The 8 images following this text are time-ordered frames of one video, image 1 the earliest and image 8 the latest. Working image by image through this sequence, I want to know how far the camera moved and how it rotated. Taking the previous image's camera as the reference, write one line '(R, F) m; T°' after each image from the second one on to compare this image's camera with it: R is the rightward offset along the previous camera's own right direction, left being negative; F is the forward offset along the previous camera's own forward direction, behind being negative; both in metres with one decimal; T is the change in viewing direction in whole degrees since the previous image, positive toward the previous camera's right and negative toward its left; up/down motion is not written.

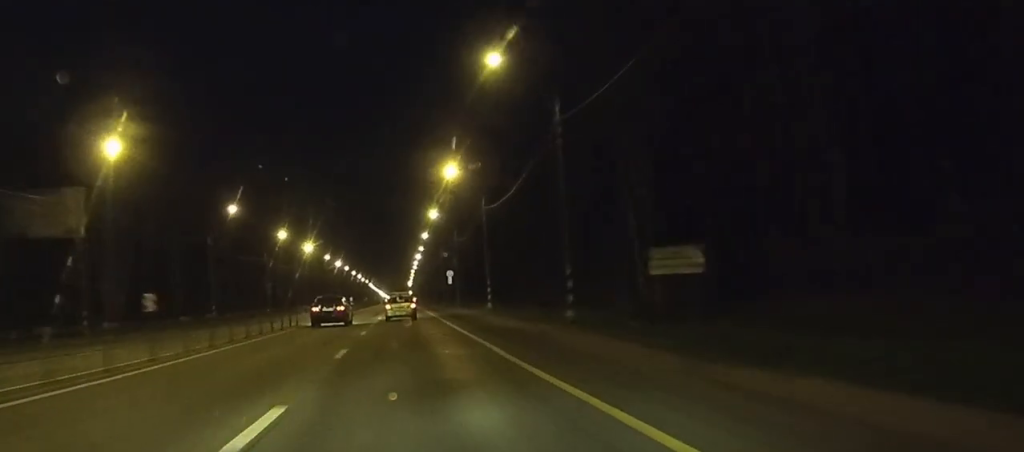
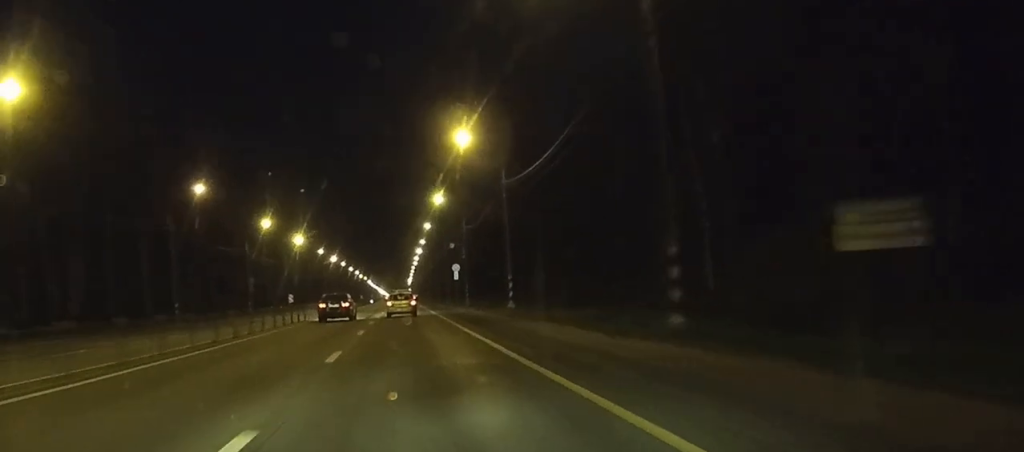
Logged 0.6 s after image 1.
(0.0, +15.7) m; 0°
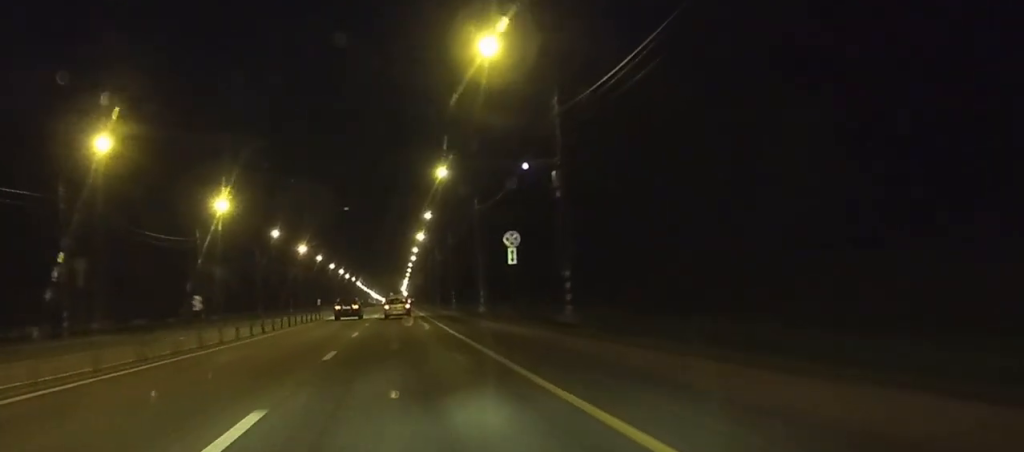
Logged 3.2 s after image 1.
(+0.1, +66.4) m; 0°
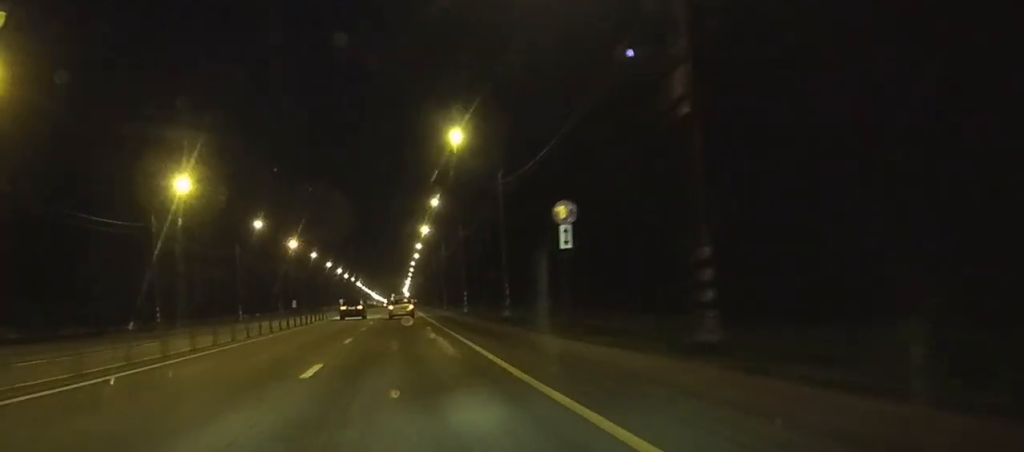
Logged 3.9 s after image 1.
(0.0, +16.9) m; 0°
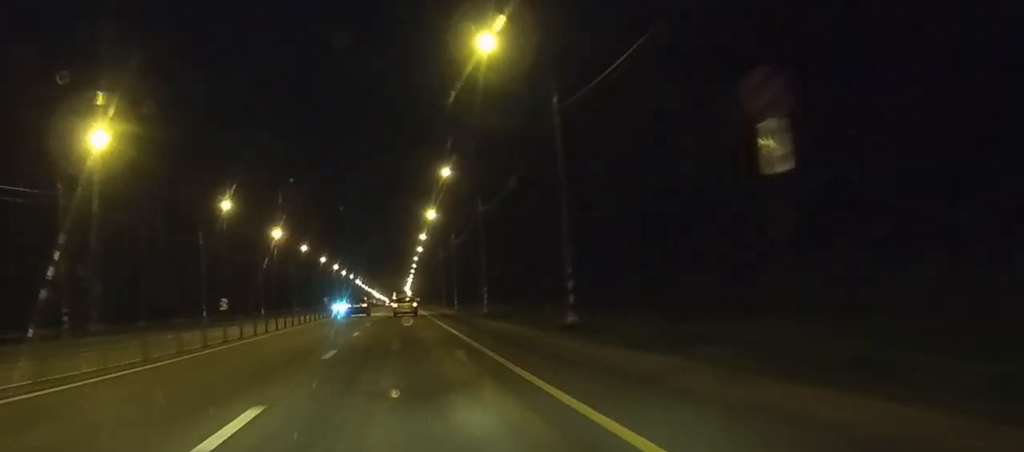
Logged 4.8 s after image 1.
(-0.1, +19.8) m; 0°
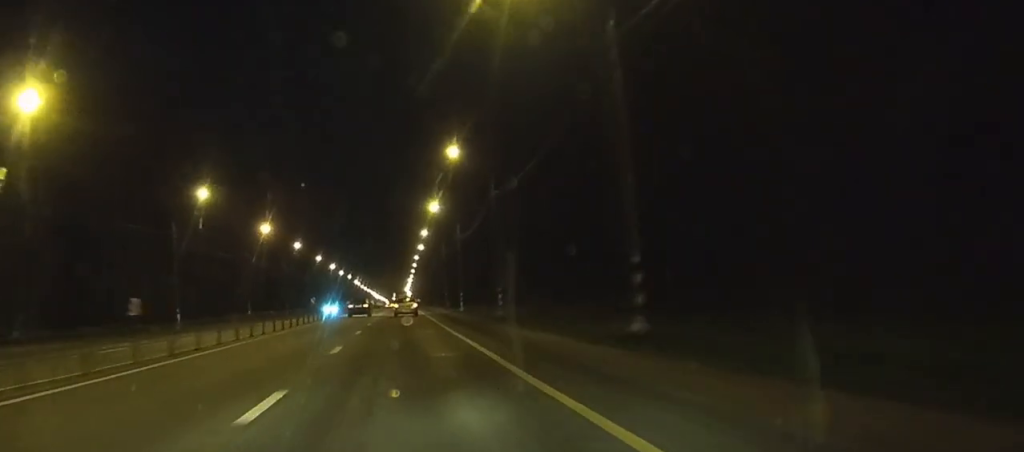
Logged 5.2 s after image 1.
(0.0, +9.1) m; 0°
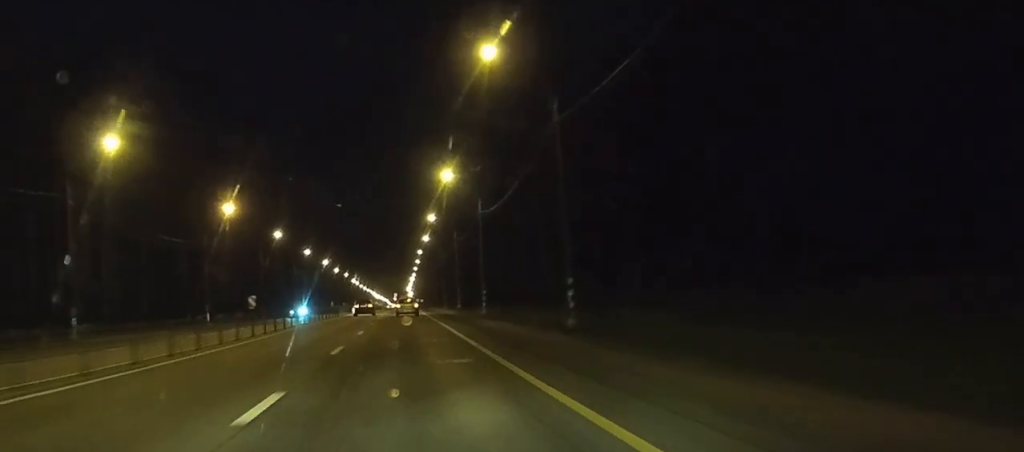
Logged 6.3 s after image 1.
(0.0, +21.3) m; 0°
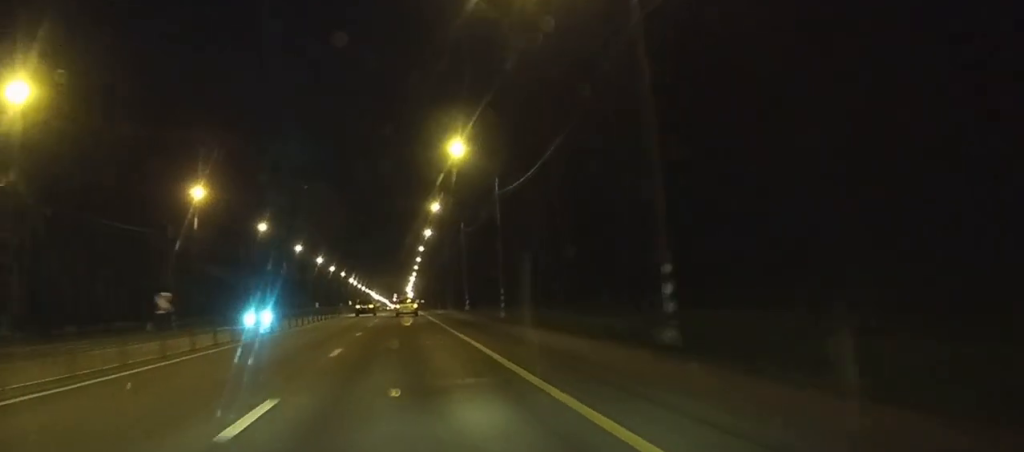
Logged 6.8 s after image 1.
(0.0, +10.5) m; 0°
